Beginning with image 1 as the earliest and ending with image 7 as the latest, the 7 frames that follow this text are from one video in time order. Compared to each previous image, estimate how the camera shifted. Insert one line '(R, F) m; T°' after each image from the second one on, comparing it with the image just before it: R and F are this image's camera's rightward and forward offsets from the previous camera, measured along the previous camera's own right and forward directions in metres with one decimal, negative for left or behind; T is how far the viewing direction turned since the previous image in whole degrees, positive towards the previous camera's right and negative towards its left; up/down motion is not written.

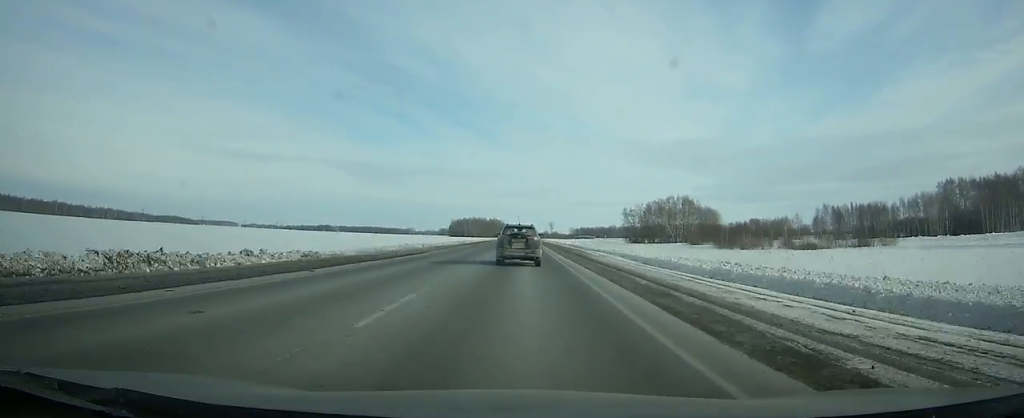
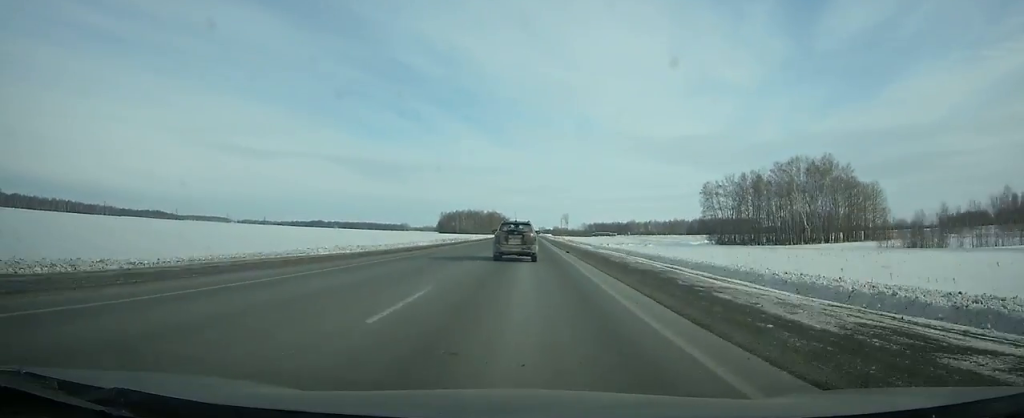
(-0.2, +128.5) m; 0°
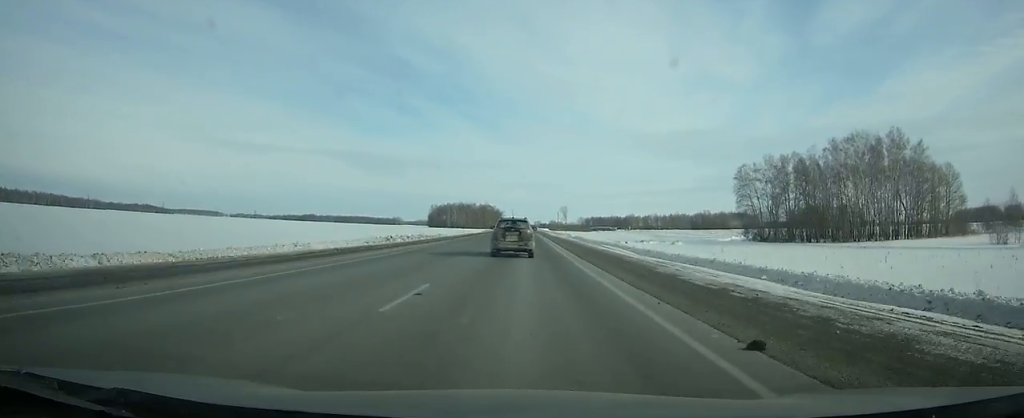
(-0.1, +32.6) m; 0°
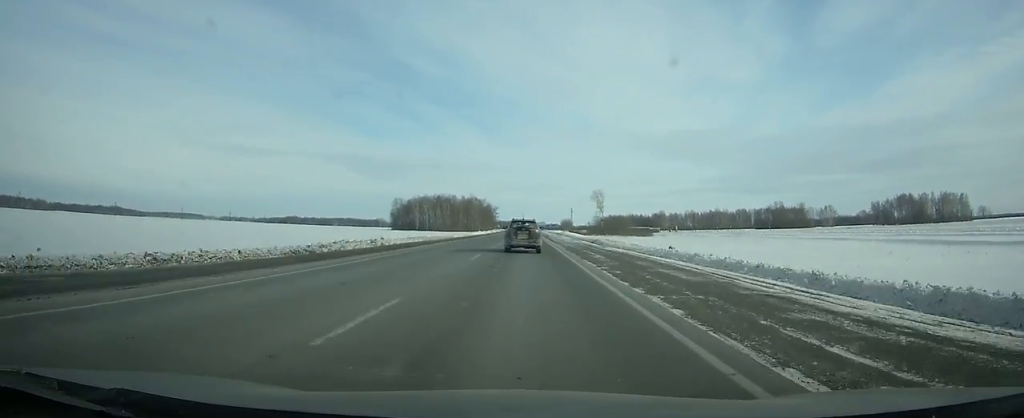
(-0.4, +162.8) m; 0°
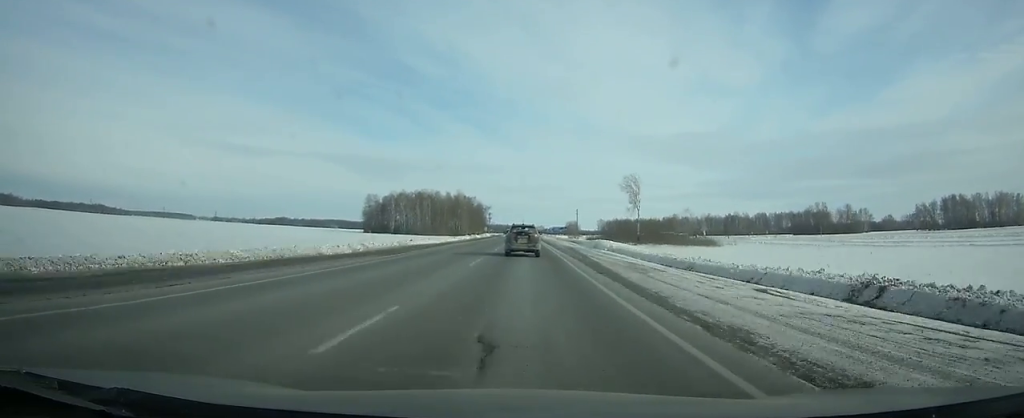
(-0.2, +65.4) m; 0°
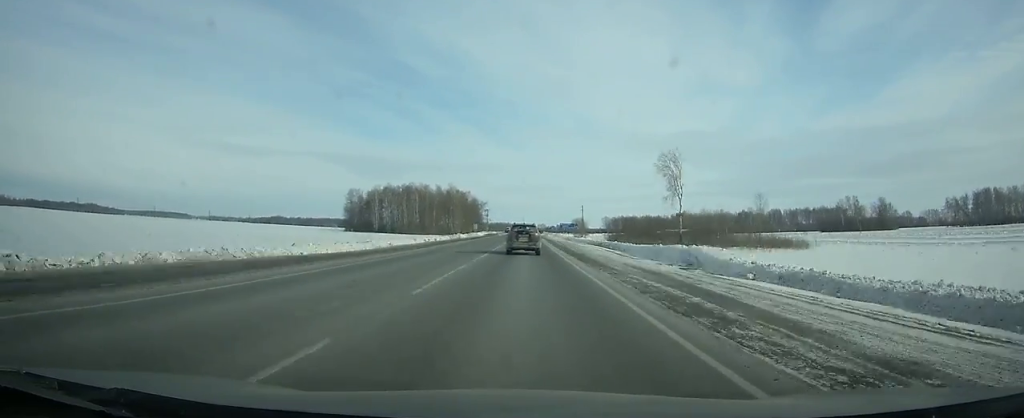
(0.0, +35.3) m; 0°
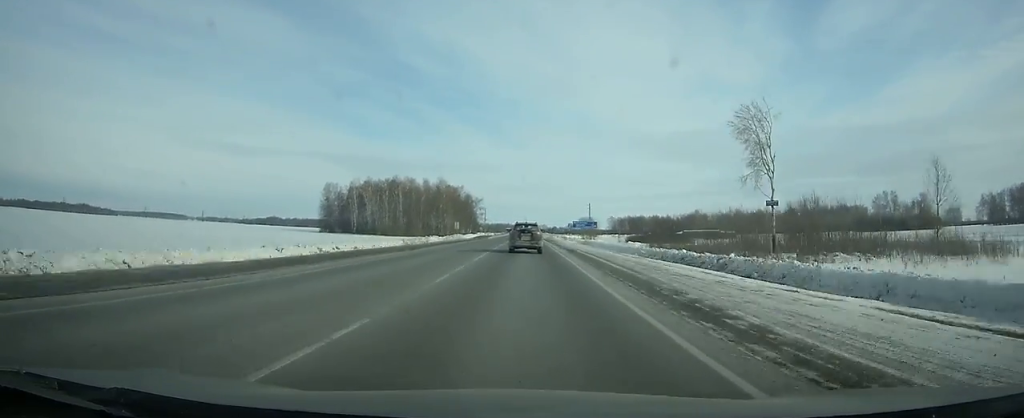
(0.0, +35.4) m; 0°
